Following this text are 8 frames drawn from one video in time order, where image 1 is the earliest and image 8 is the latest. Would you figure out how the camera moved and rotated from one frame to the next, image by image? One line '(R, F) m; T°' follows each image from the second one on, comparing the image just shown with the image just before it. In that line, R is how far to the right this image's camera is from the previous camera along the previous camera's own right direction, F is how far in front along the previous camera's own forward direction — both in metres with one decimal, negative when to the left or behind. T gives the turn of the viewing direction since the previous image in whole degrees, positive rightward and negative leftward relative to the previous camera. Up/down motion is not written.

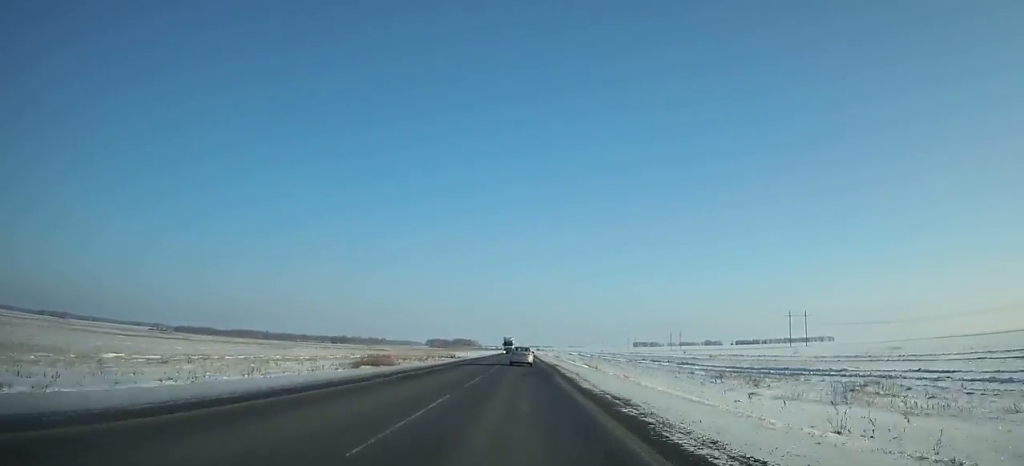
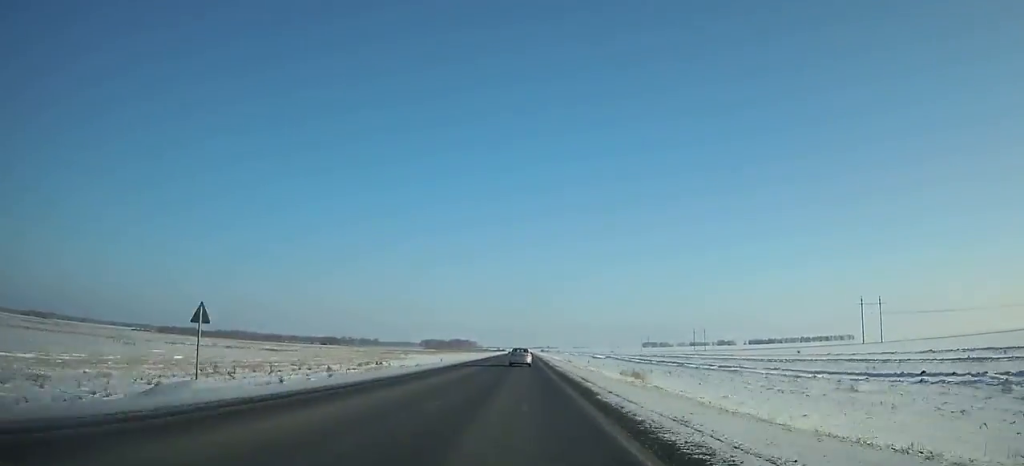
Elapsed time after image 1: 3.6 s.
(-0.2, +97.3) m; 0°
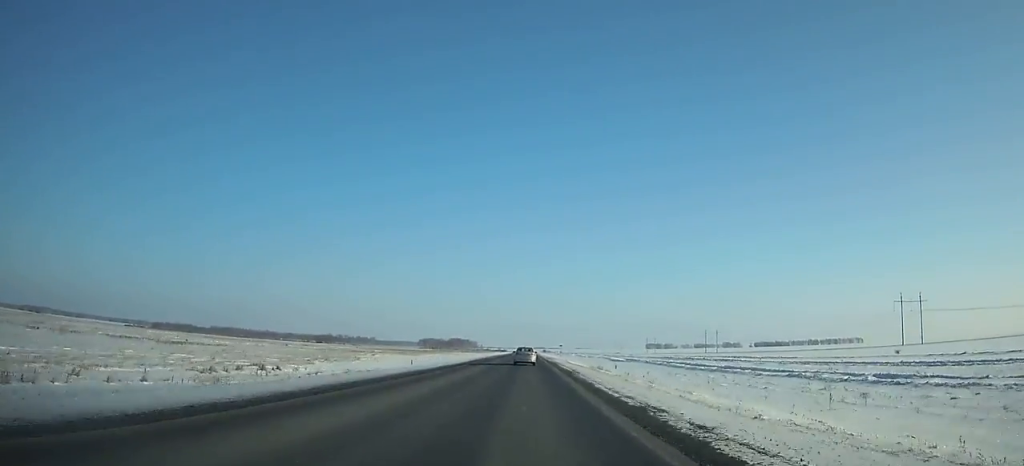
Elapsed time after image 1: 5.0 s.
(-0.2, +38.2) m; 0°
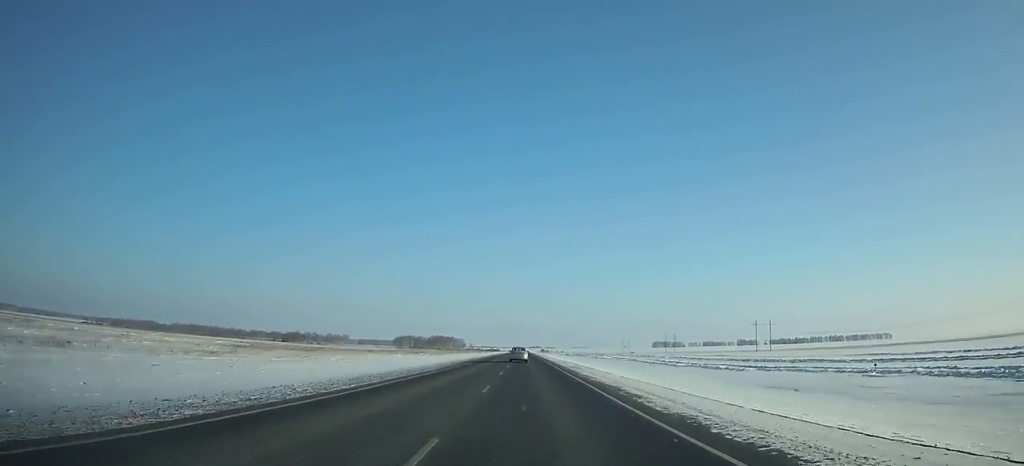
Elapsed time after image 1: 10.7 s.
(+0.4, +159.1) m; 0°
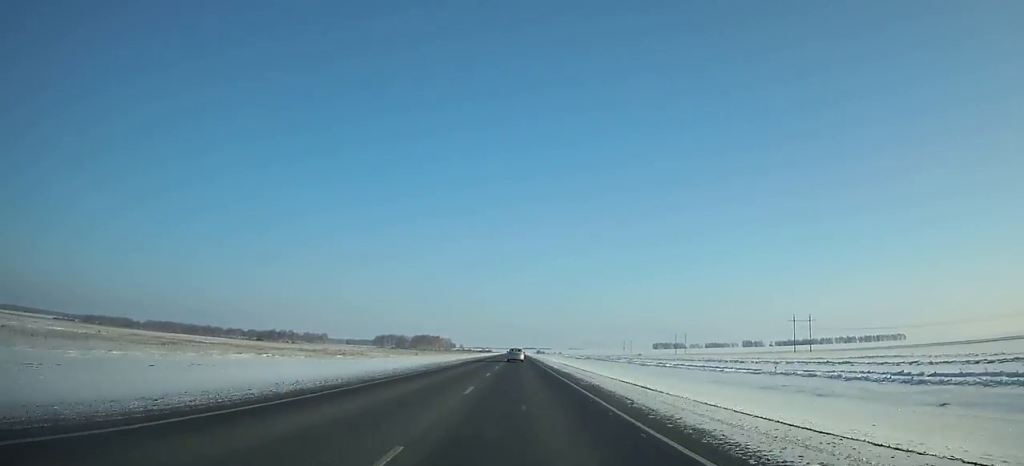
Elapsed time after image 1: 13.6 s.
(+0.2, +83.3) m; 0°
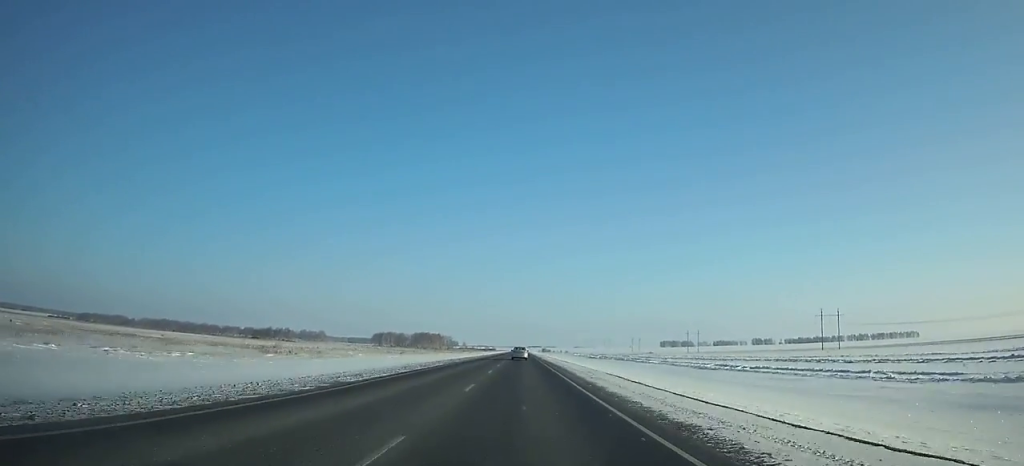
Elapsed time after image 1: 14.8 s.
(0.0, +34.9) m; 0°
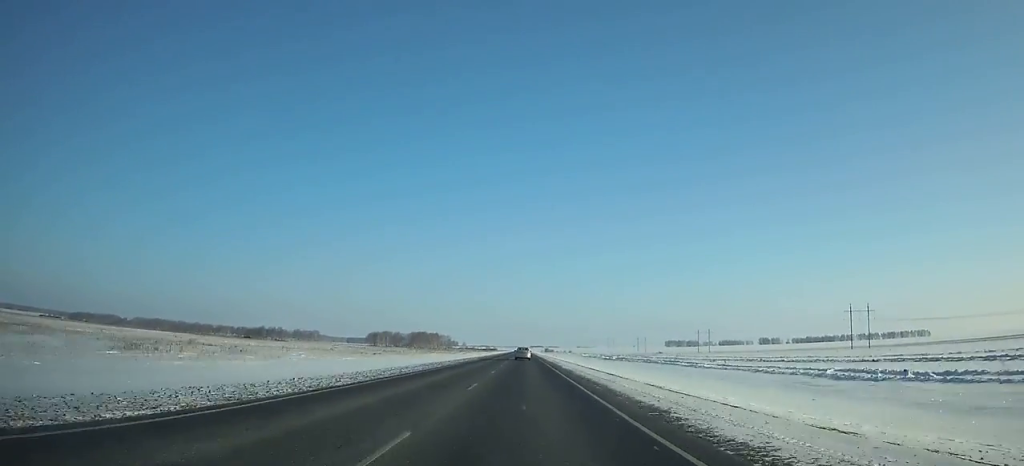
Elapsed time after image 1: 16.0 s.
(-0.1, +35.2) m; 0°
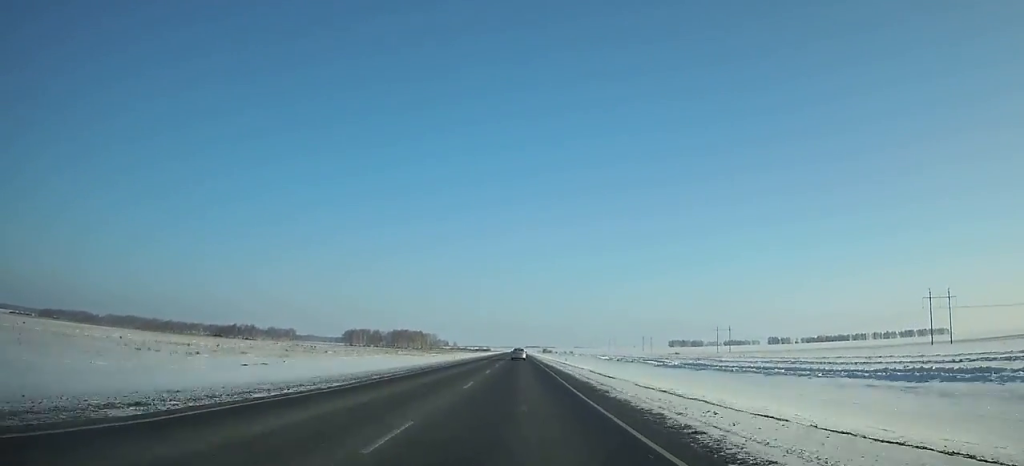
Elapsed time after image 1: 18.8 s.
(0.0, +82.6) m; 0°
